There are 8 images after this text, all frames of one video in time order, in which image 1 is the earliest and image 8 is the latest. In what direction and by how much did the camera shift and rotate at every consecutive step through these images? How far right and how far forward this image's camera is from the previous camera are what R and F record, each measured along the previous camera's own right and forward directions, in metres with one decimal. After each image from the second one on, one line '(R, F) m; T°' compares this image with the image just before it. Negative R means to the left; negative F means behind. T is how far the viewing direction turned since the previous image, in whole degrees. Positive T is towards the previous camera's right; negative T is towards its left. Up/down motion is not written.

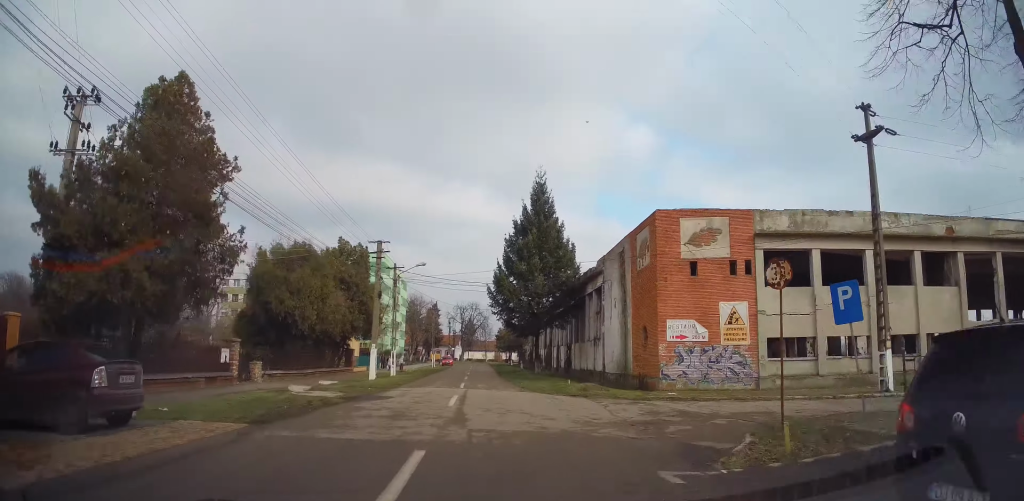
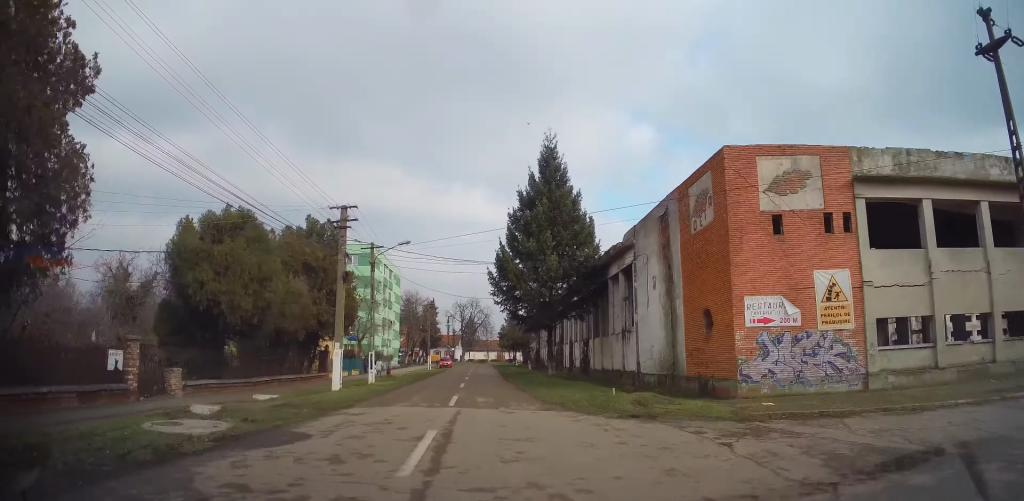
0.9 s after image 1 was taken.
(0.0, +6.9) m; +2°
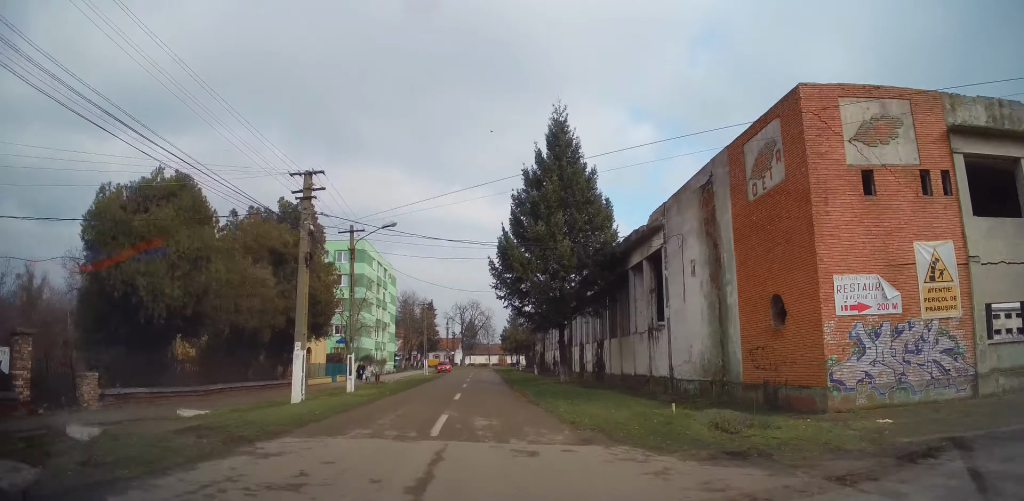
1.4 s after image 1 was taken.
(0.0, +4.0) m; +1°
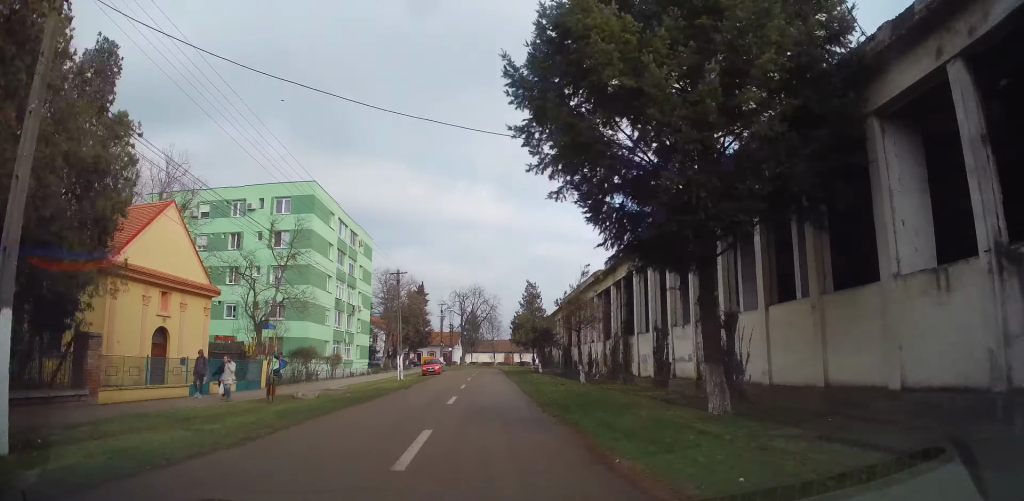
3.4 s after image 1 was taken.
(0.0, +14.9) m; -3°
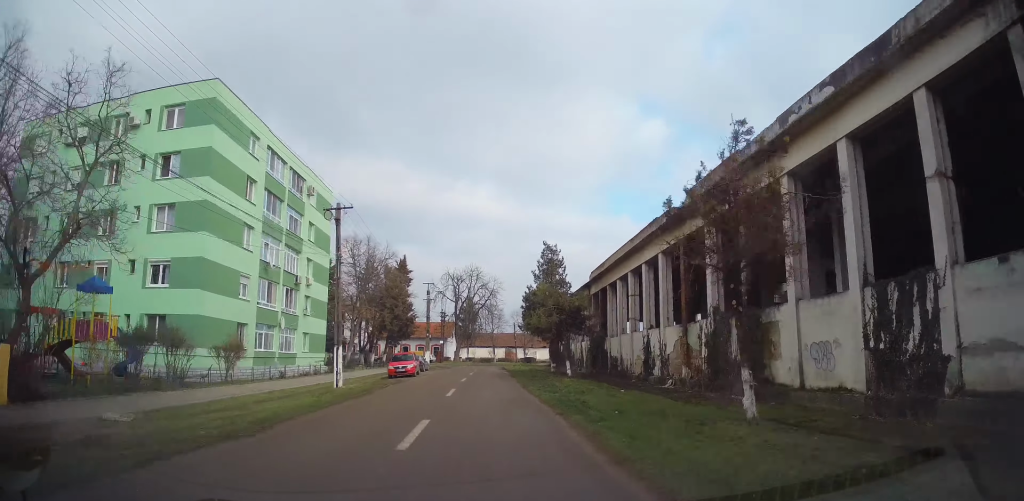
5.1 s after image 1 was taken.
(-0.3, +15.0) m; +1°
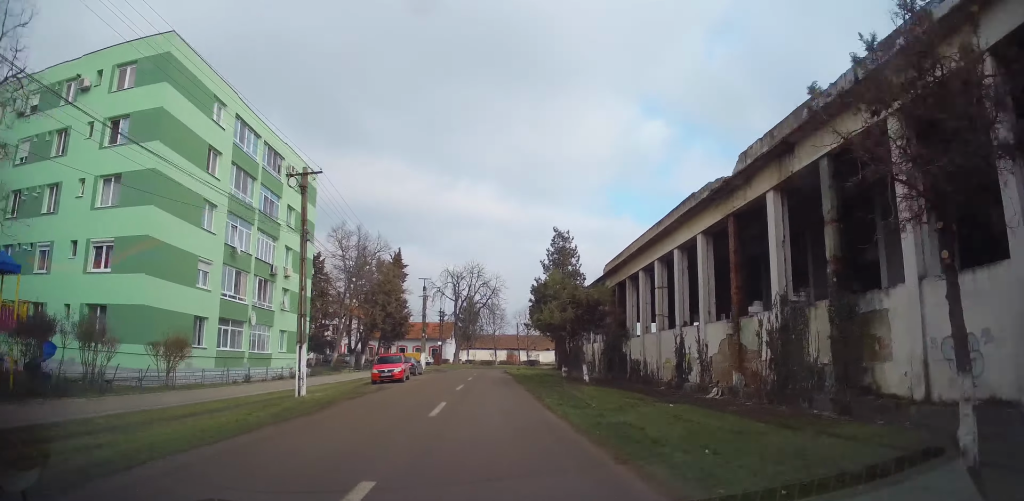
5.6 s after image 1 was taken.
(+0.1, +5.0) m; +1°
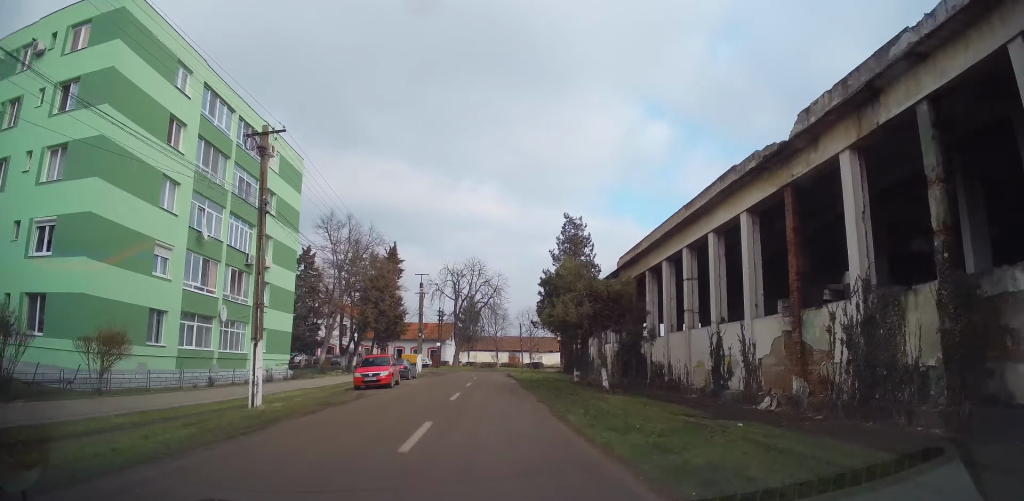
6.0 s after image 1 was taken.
(+0.1, +4.0) m; 0°
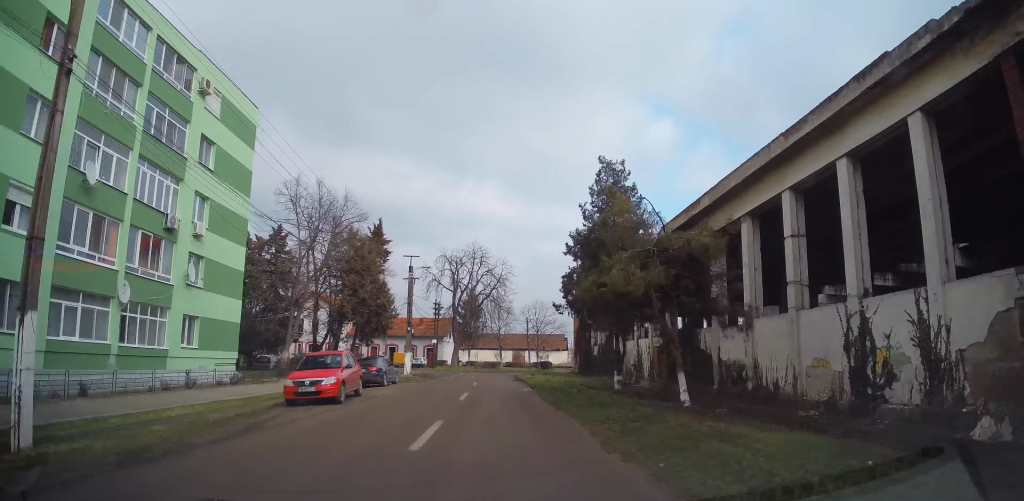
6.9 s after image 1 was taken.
(0.0, +9.1) m; -1°
